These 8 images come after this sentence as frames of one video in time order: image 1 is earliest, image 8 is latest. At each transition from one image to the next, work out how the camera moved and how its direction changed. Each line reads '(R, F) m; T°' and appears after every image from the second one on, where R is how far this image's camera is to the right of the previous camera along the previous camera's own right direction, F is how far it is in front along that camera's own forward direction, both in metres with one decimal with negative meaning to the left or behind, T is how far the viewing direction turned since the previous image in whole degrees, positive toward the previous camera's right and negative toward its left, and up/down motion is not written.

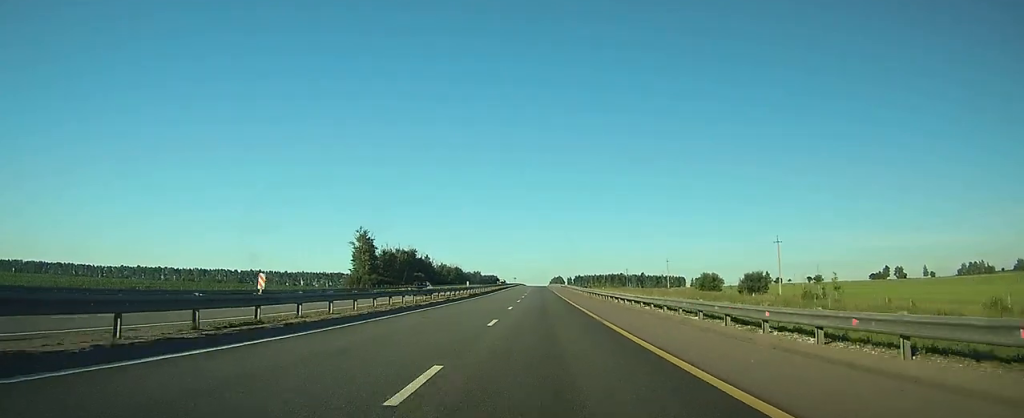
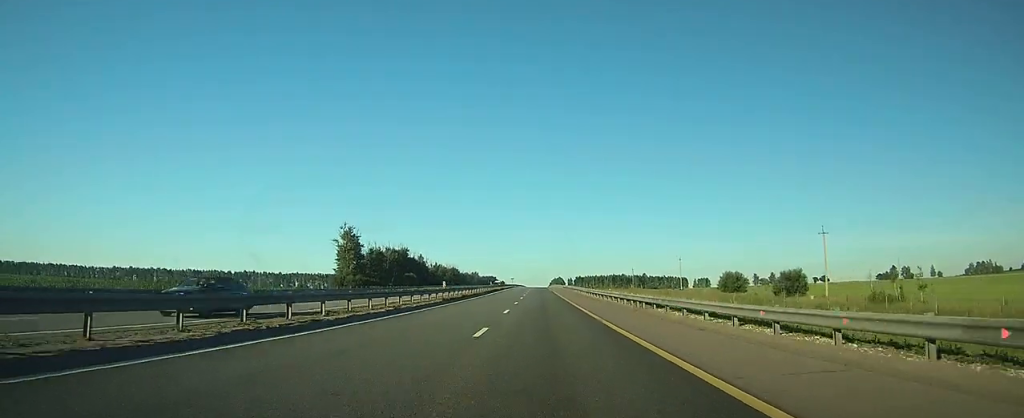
(0.0, +15.7) m; 0°
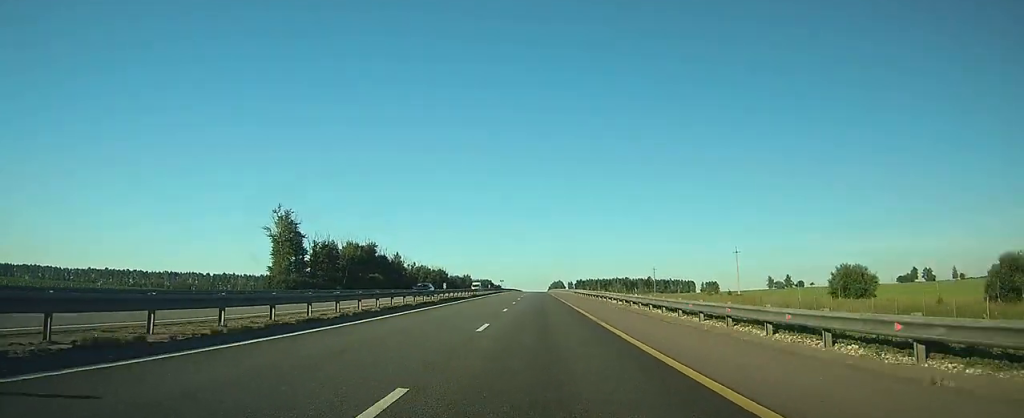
(+0.3, +45.8) m; 0°
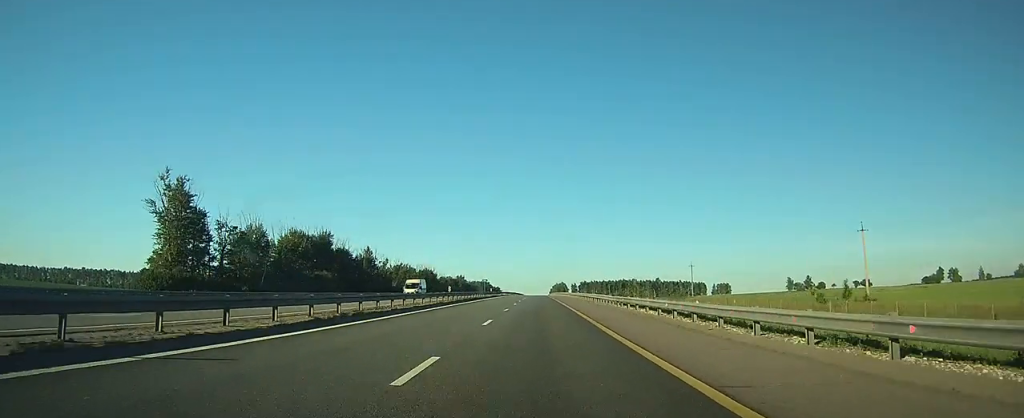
(+0.1, +44.5) m; 0°
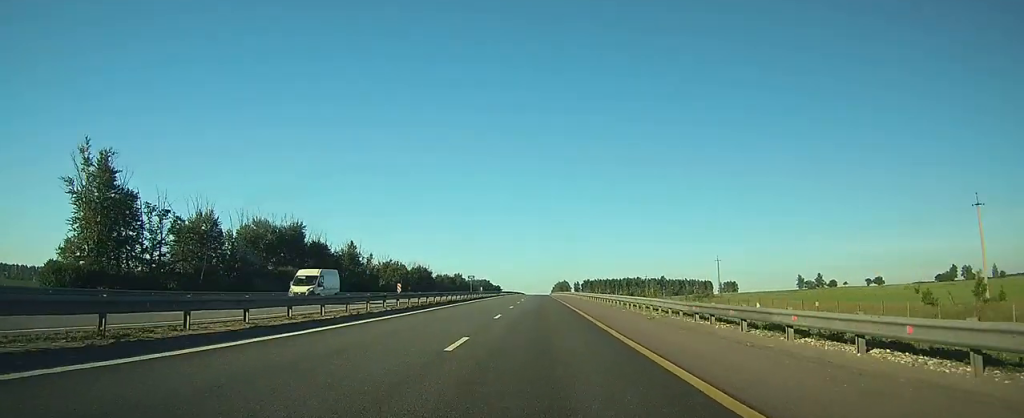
(0.0, +19.9) m; 0°
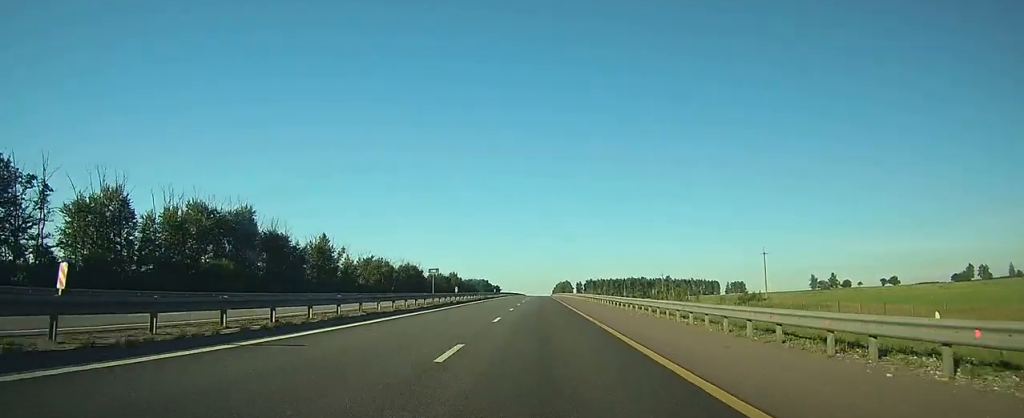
(-0.1, +25.4) m; -1°
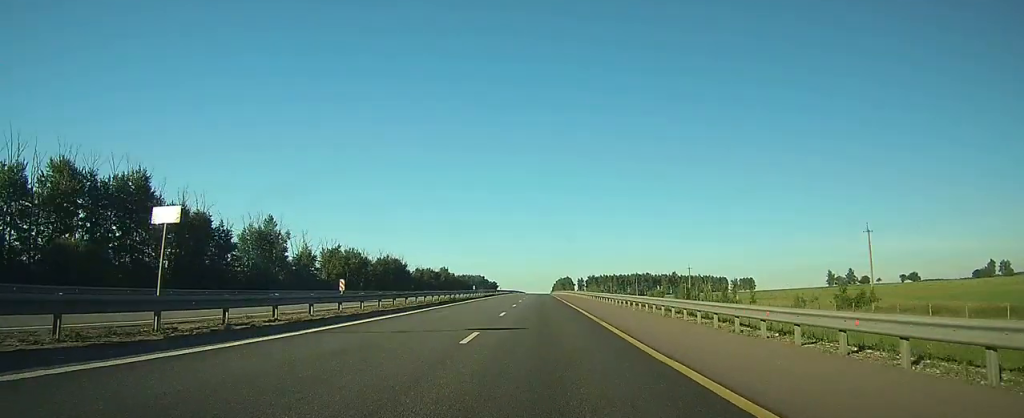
(-0.3, +33.0) m; 0°
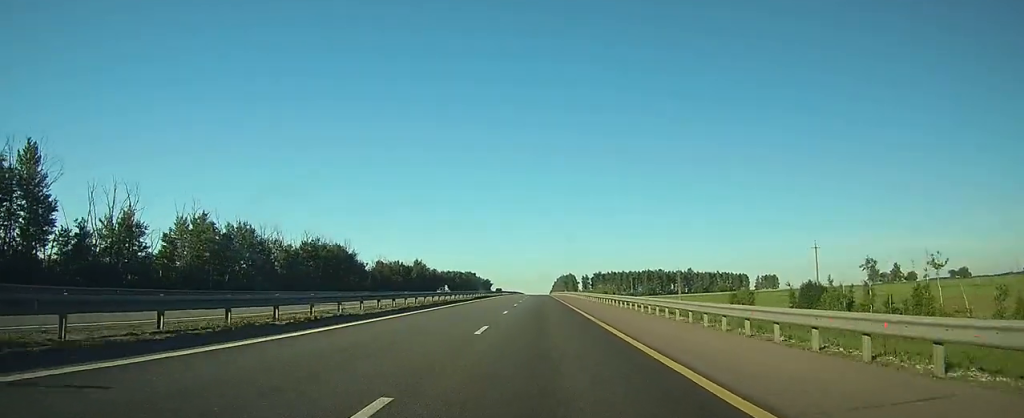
(+0.3, +68.7) m; +1°
